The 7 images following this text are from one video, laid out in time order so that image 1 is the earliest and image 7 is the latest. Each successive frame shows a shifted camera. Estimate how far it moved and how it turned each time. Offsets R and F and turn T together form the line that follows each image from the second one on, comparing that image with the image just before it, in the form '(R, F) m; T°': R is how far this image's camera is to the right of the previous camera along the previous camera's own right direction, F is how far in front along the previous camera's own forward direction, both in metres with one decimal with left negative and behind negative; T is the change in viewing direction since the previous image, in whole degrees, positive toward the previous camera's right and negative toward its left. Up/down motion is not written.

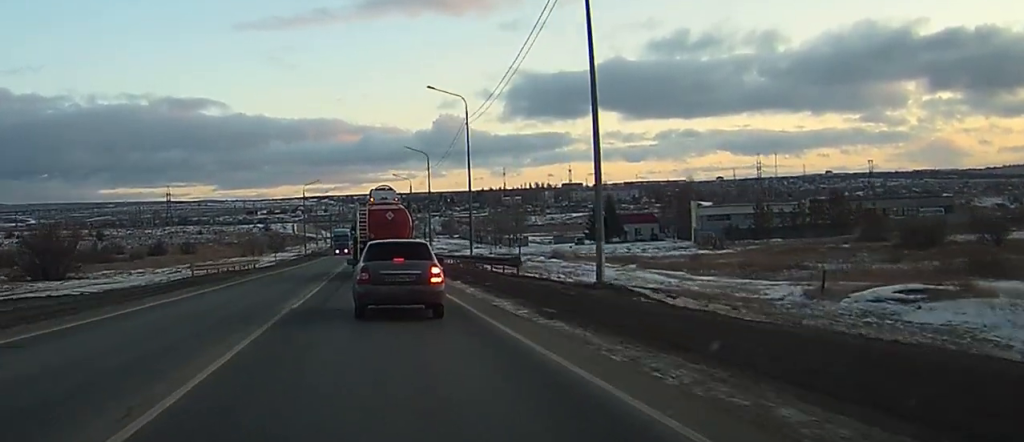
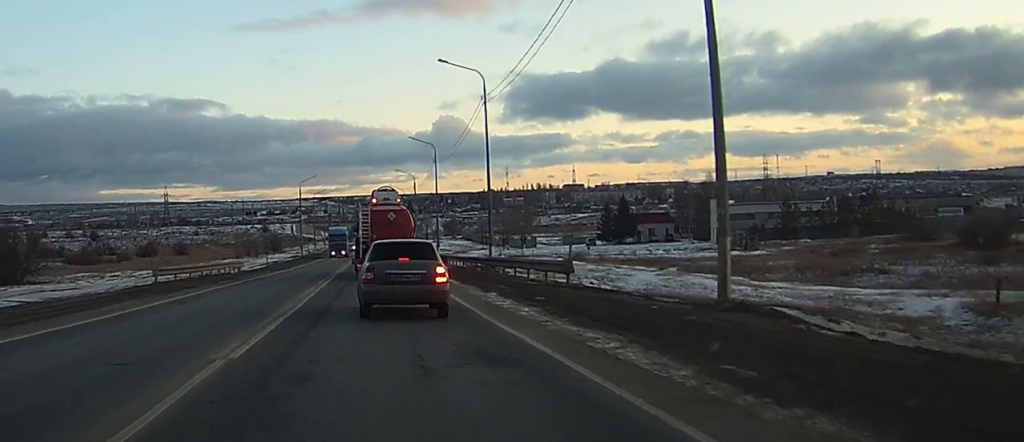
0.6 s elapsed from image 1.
(0.0, +8.8) m; 0°
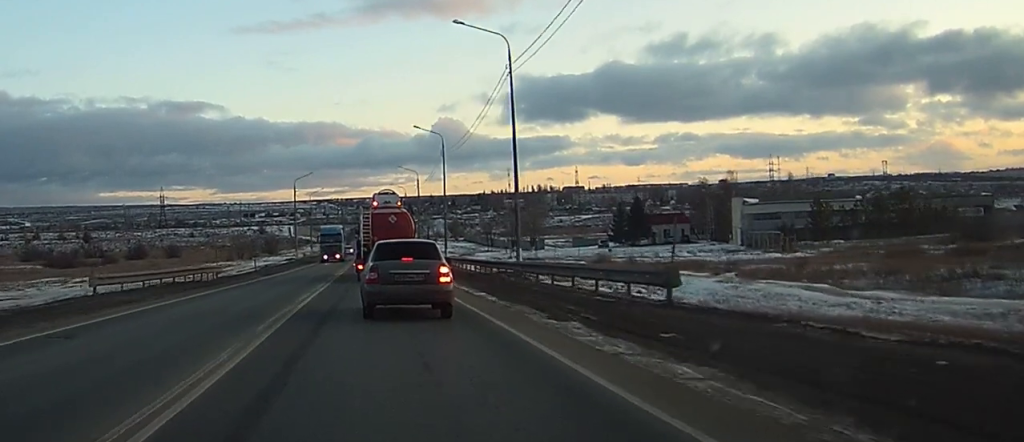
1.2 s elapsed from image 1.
(0.0, +9.2) m; 0°
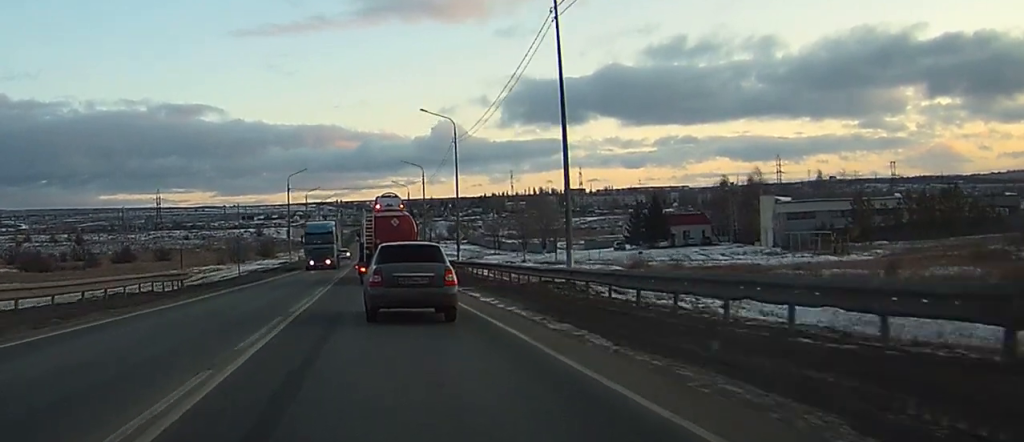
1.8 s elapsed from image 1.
(0.0, +10.3) m; 0°
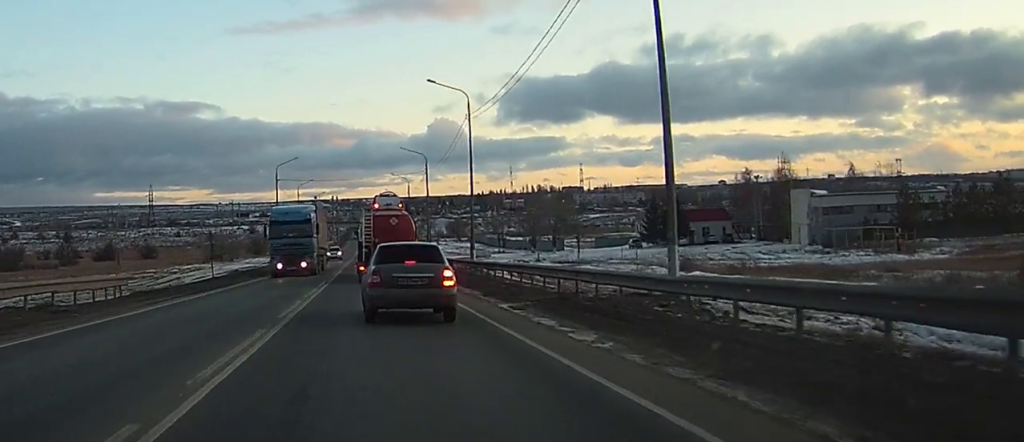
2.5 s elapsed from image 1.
(0.0, +10.8) m; 0°
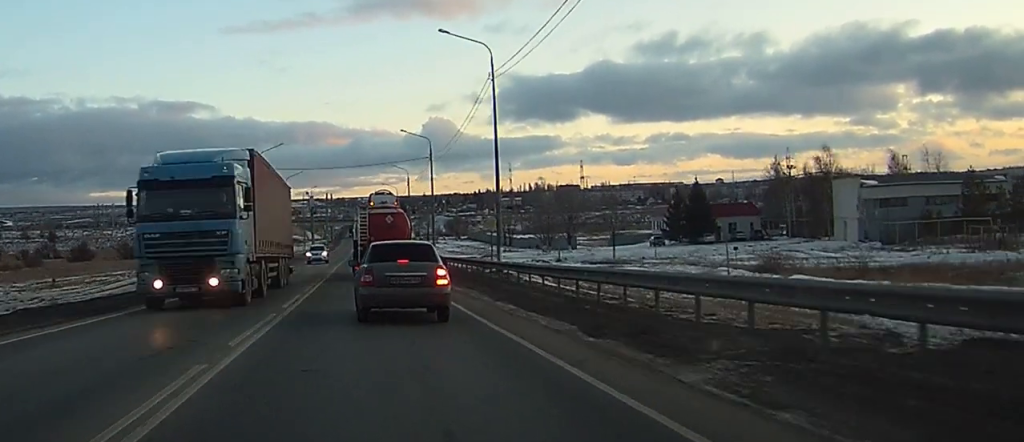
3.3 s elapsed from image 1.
(+0.1, +12.5) m; 0°
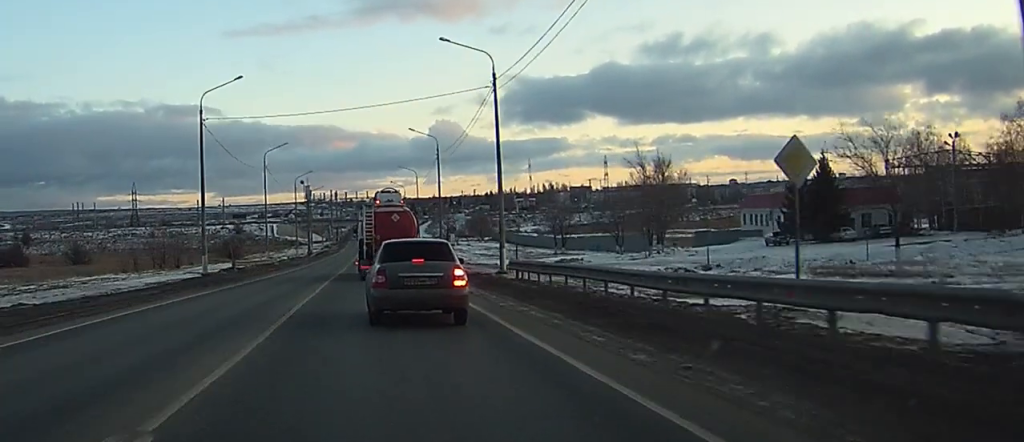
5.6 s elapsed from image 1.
(0.0, +35.2) m; 0°
